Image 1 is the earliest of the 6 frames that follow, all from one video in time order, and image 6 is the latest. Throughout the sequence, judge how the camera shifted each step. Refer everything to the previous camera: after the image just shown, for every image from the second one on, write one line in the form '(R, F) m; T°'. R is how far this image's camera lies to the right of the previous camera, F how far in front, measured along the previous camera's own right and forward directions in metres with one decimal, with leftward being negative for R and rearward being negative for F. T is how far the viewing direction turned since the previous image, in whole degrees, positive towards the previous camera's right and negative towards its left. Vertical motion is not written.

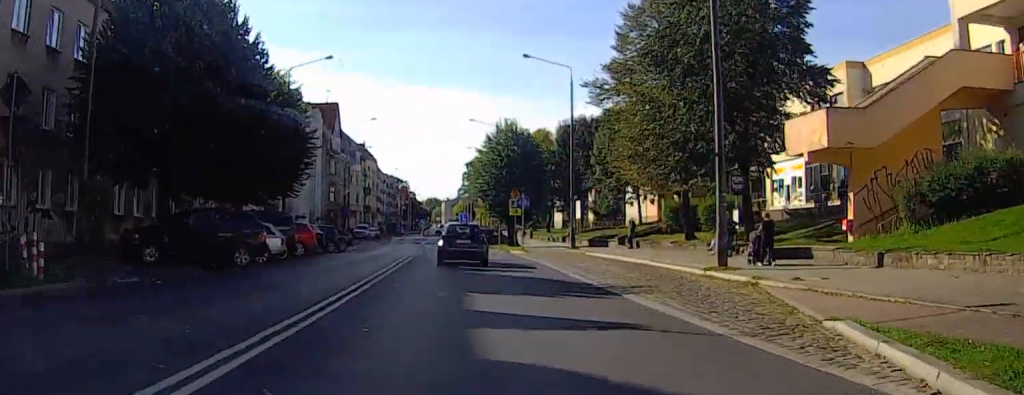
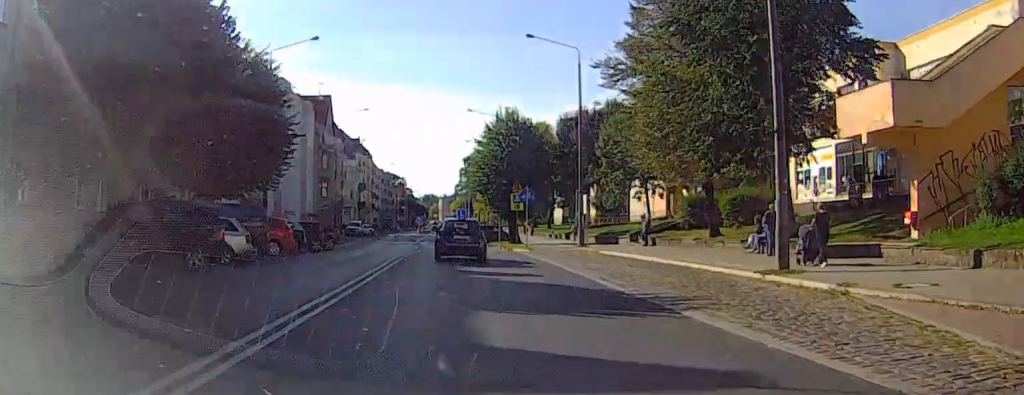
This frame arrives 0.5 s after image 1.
(0.0, +4.6) m; -1°
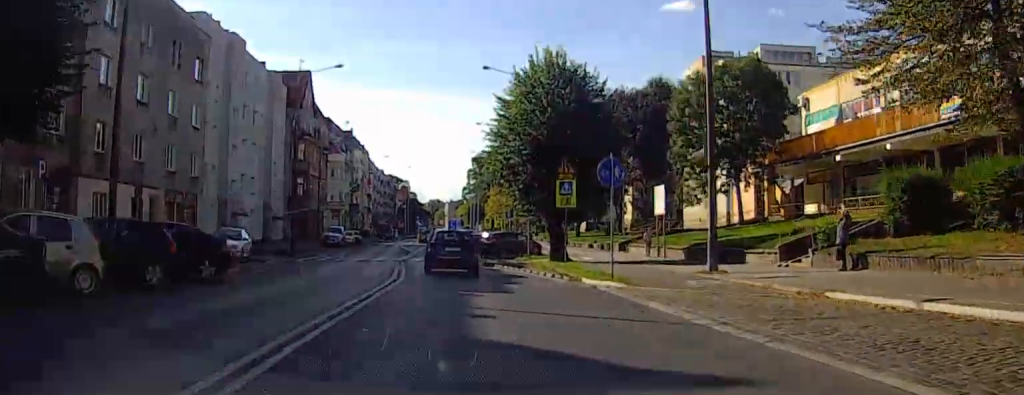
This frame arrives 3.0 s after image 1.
(-0.3, +23.5) m; 0°
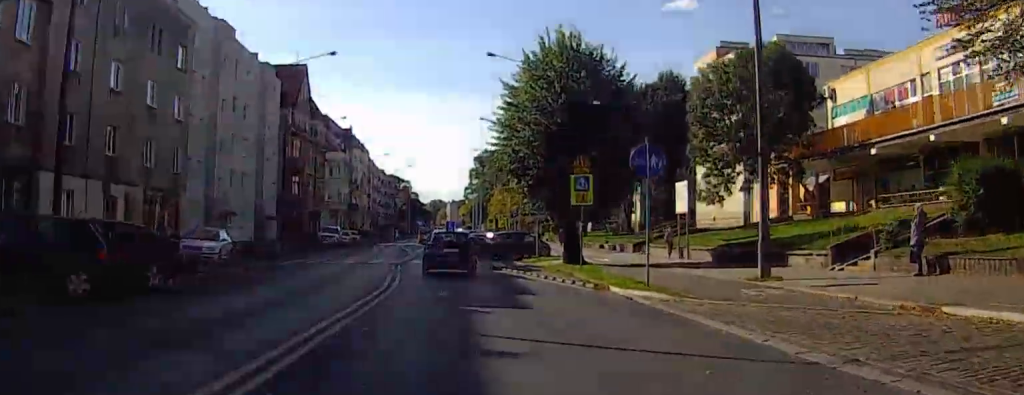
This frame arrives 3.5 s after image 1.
(0.0, +4.1) m; -1°
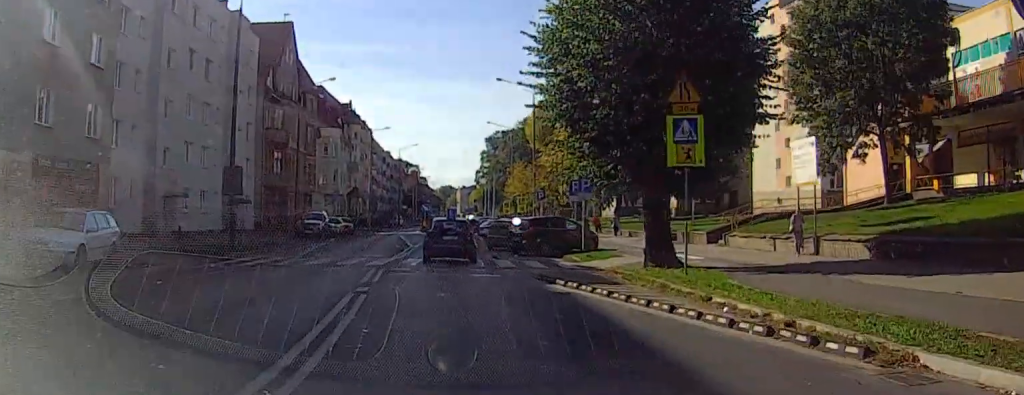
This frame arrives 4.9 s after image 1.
(-0.3, +14.0) m; -1°
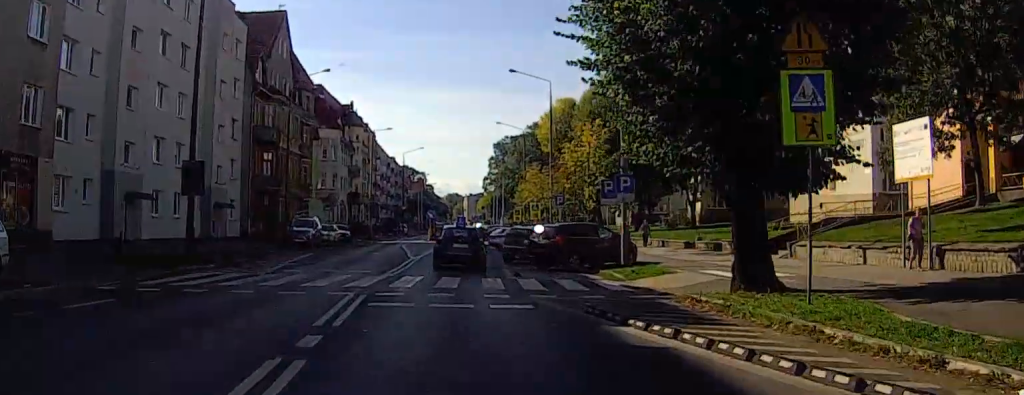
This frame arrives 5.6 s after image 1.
(+0.1, +6.8) m; 0°
